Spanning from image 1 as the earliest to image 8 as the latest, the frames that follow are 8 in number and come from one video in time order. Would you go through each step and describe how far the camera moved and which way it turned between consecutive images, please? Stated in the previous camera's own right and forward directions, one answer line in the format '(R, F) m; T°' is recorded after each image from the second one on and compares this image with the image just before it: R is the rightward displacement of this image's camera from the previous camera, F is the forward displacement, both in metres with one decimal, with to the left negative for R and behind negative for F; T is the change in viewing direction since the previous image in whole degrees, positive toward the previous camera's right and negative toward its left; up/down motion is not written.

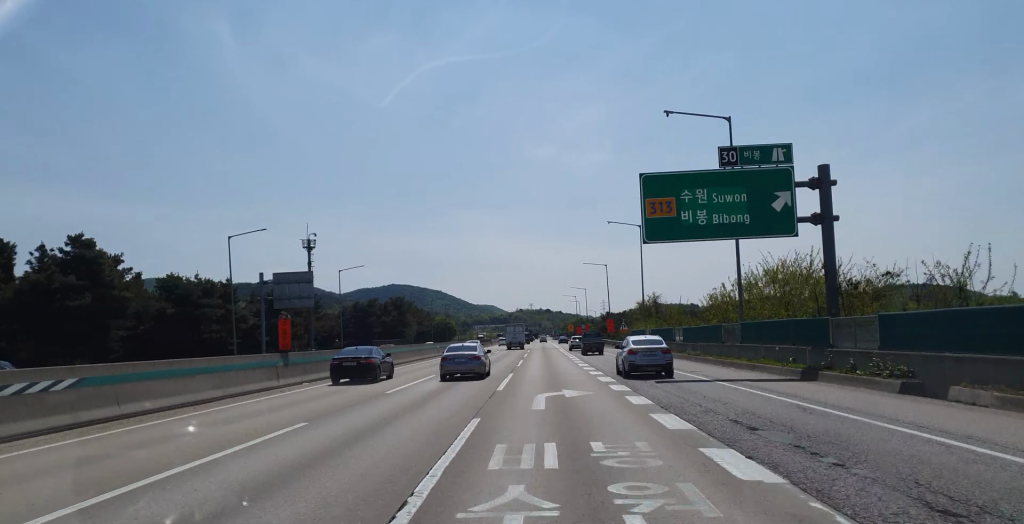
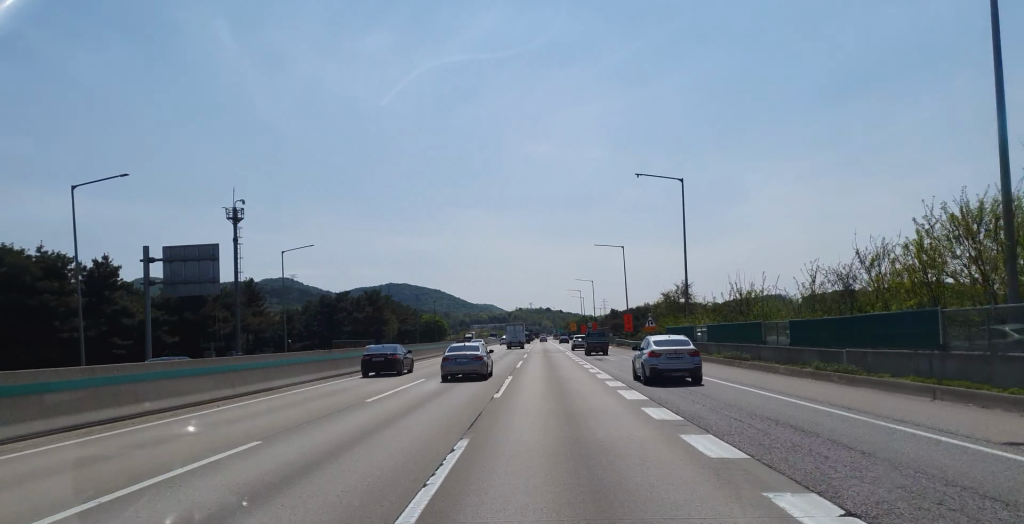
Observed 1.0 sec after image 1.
(-0.3, +23.6) m; 0°
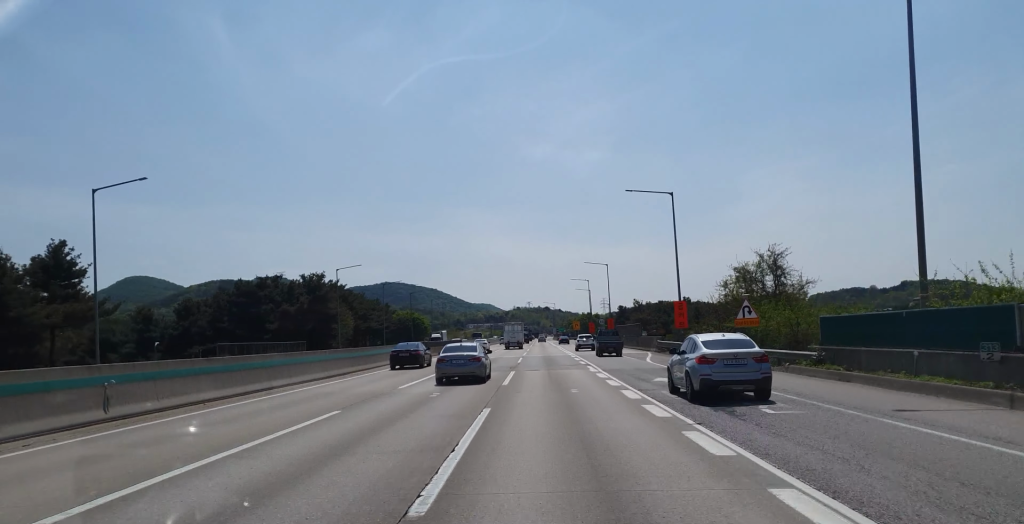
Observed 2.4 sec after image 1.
(+0.3, +35.3) m; 0°
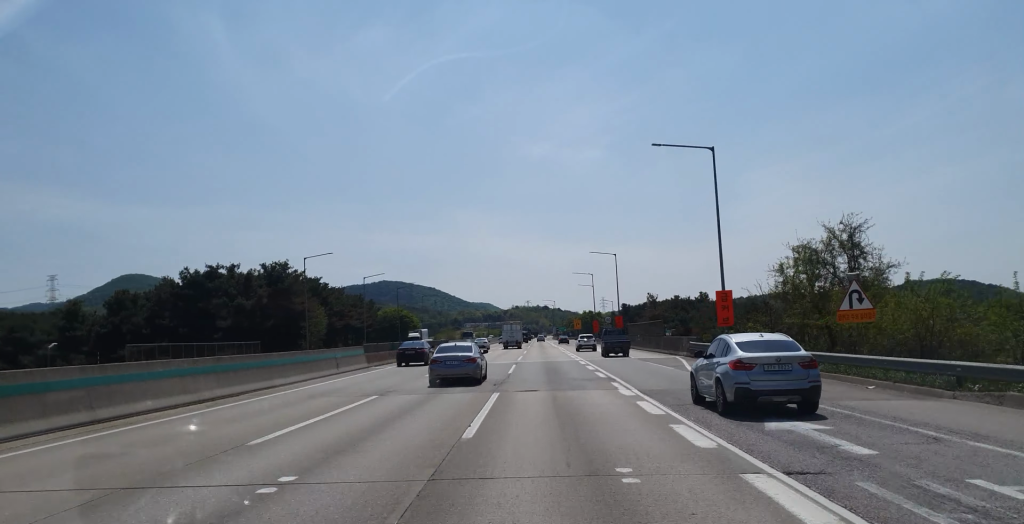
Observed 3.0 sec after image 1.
(-0.2, +14.0) m; 0°
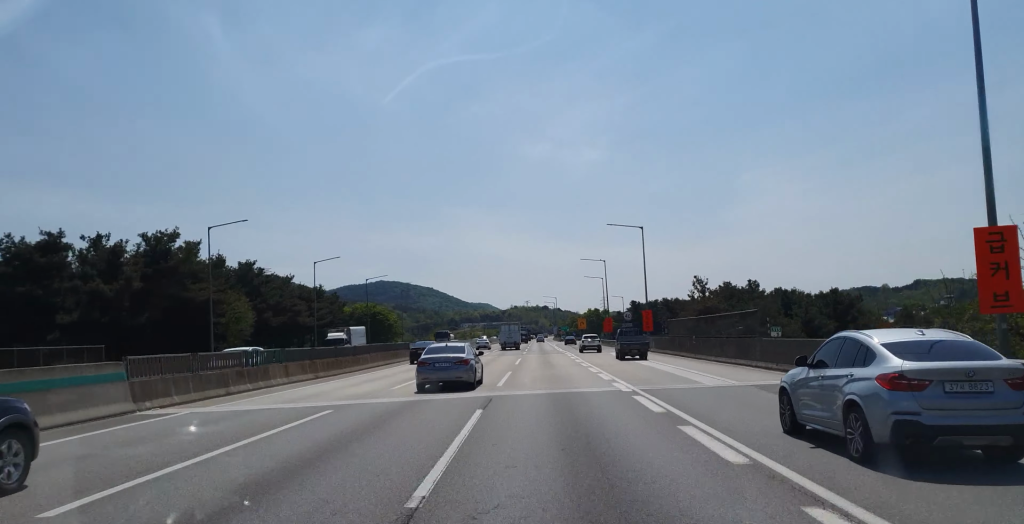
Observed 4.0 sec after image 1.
(+0.3, +26.5) m; +1°
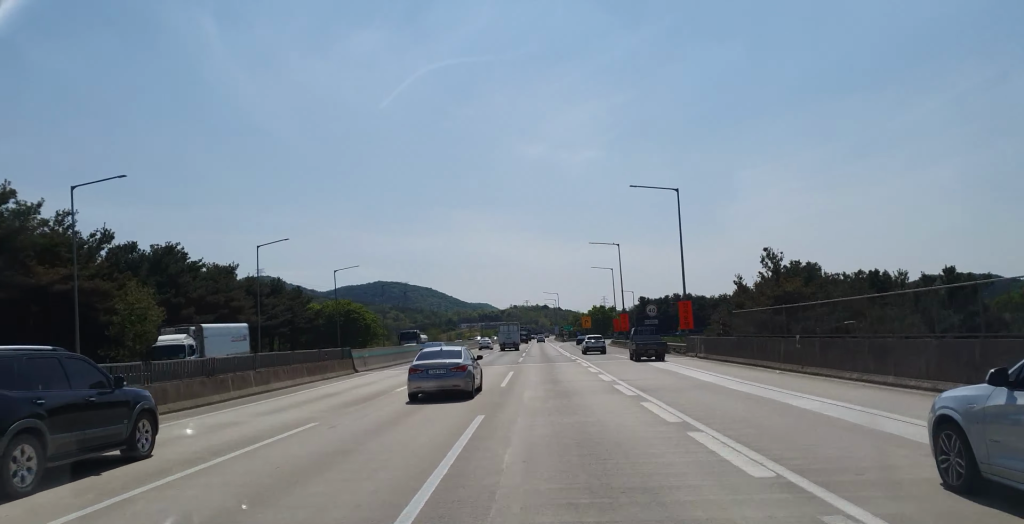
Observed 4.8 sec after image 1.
(0.0, +19.2) m; 0°
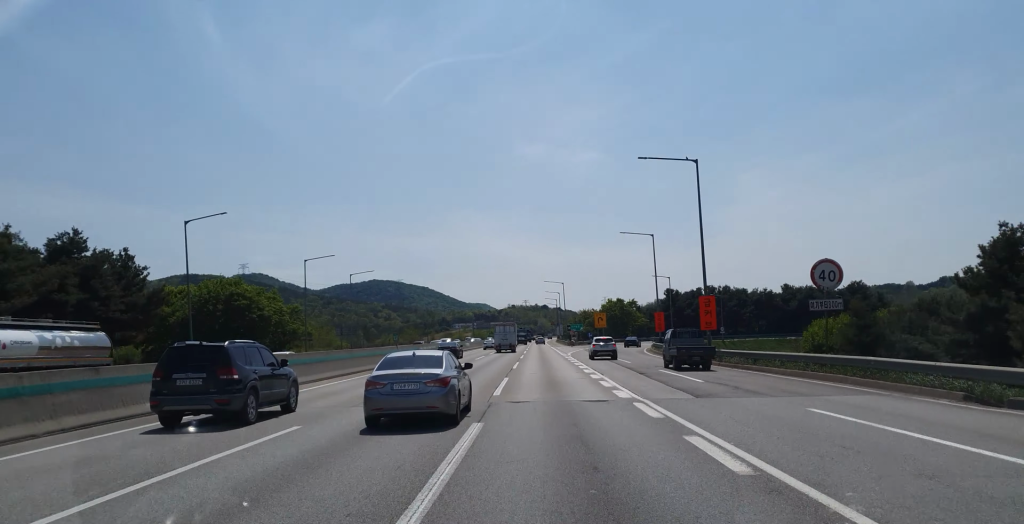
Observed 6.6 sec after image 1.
(0.0, +44.4) m; 0°
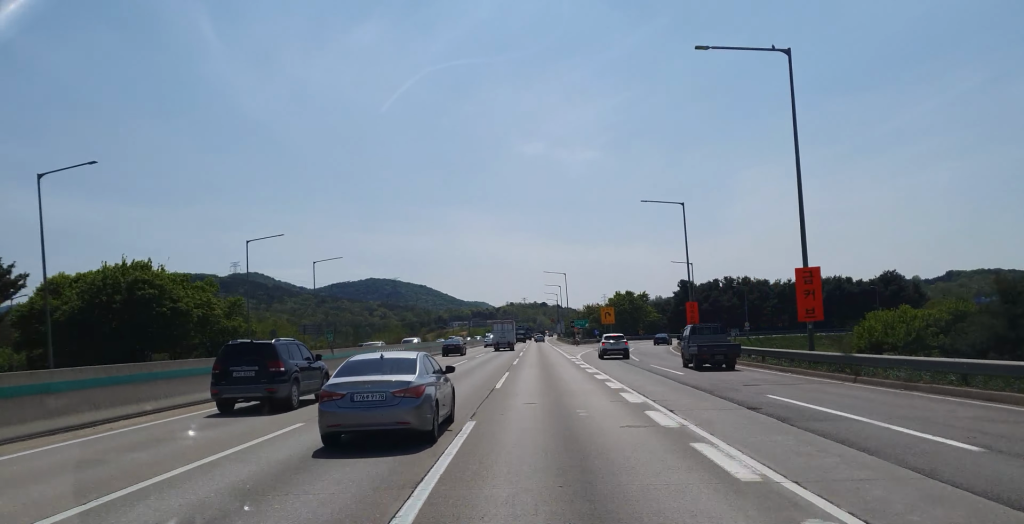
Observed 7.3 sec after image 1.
(0.0, +17.6) m; 0°
